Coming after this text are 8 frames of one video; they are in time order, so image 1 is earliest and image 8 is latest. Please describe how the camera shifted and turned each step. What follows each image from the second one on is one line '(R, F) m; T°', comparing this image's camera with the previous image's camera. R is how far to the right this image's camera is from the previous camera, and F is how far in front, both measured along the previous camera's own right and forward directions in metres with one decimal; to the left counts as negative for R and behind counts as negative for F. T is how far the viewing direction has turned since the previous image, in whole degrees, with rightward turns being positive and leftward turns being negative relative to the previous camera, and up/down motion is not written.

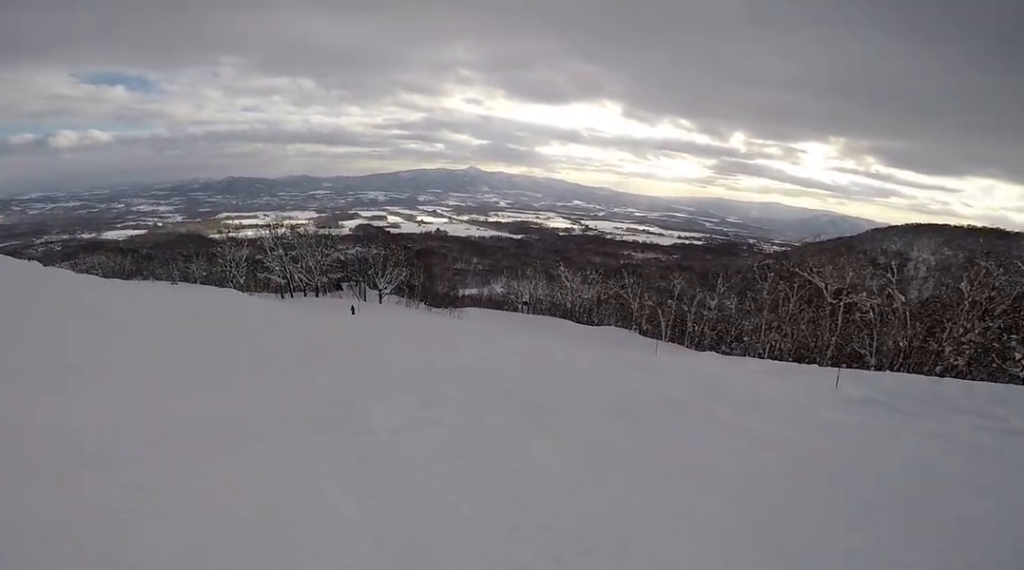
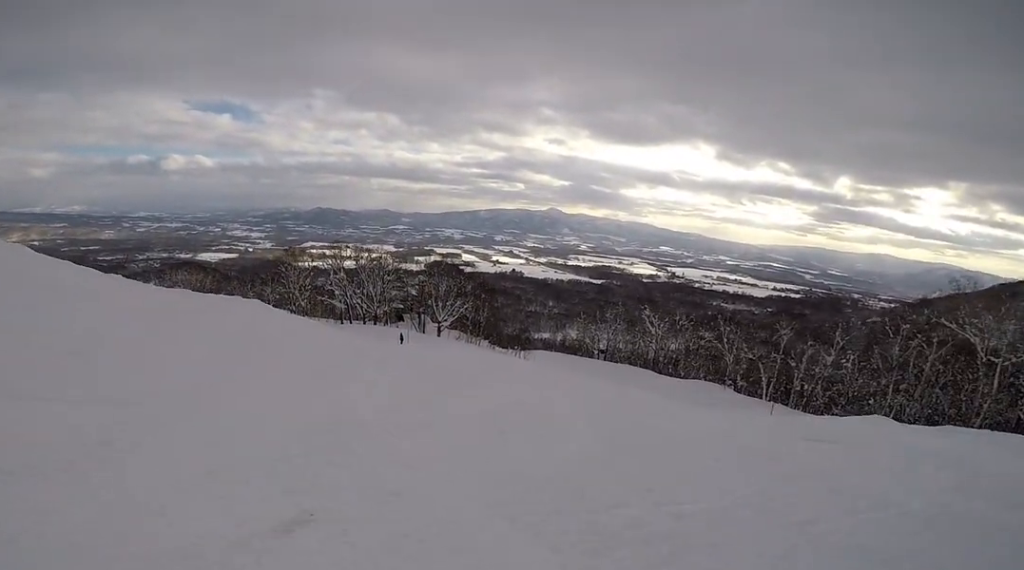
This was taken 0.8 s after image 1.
(-0.7, +5.9) m; -7°
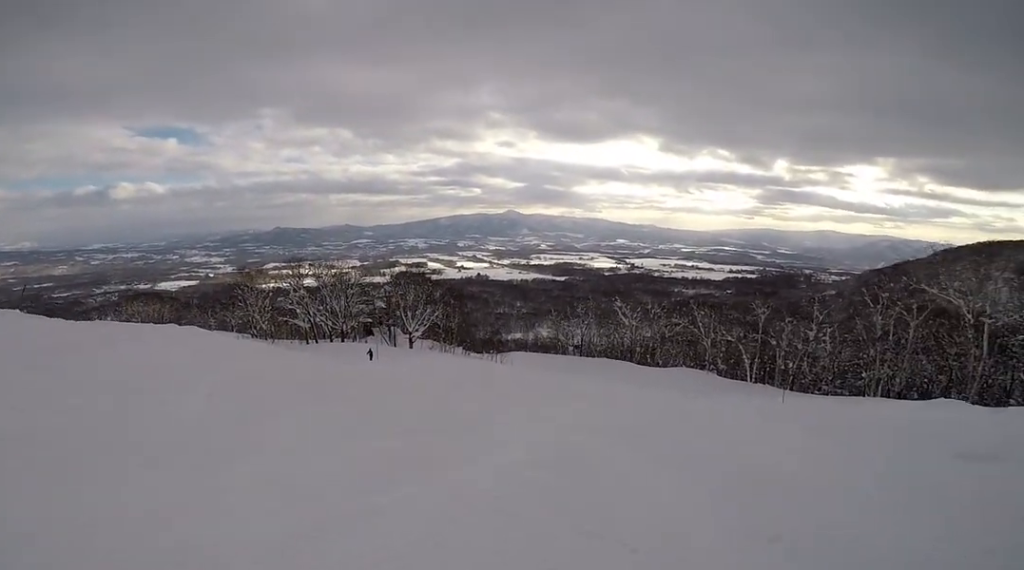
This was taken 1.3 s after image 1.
(0.0, +3.9) m; 0°
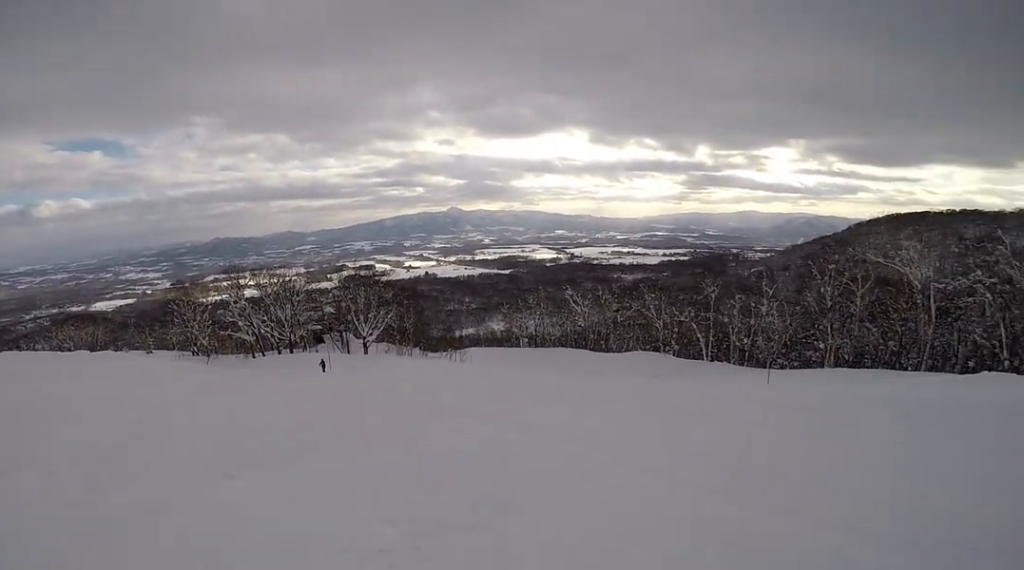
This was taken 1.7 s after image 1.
(0.0, +3.5) m; 0°
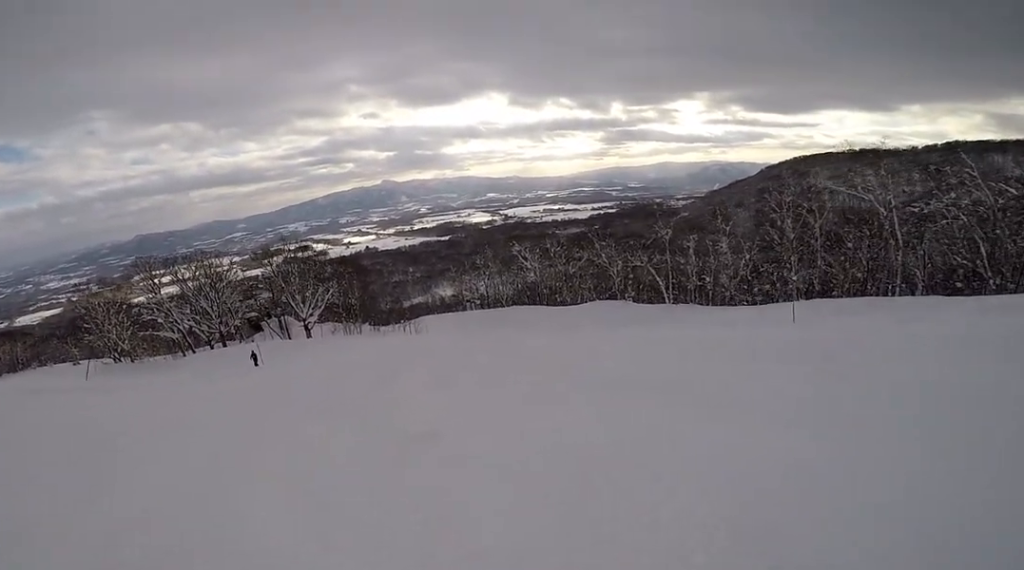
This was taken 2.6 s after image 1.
(0.0, +7.0) m; 0°
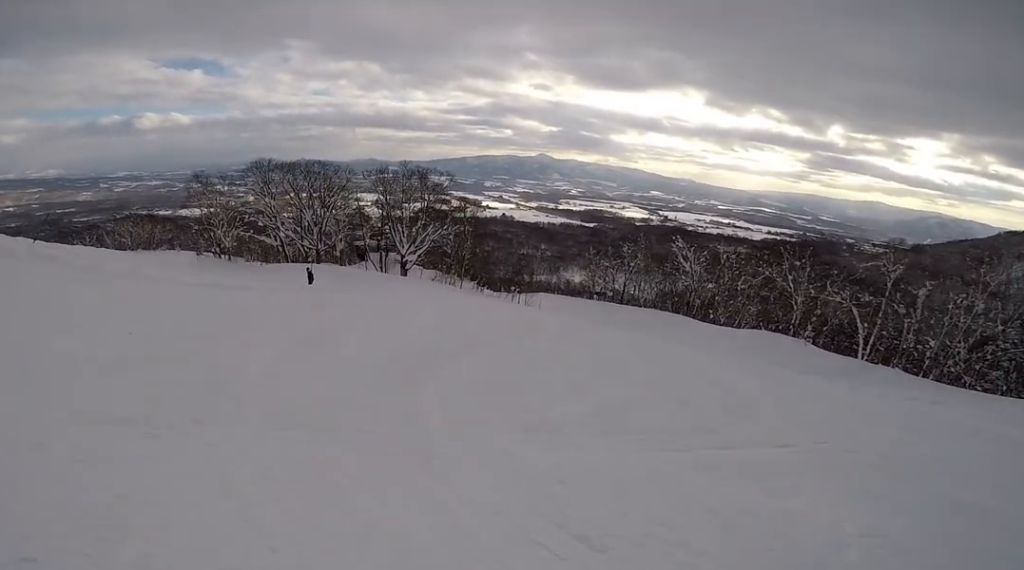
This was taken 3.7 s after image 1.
(0.0, +9.6) m; -6°
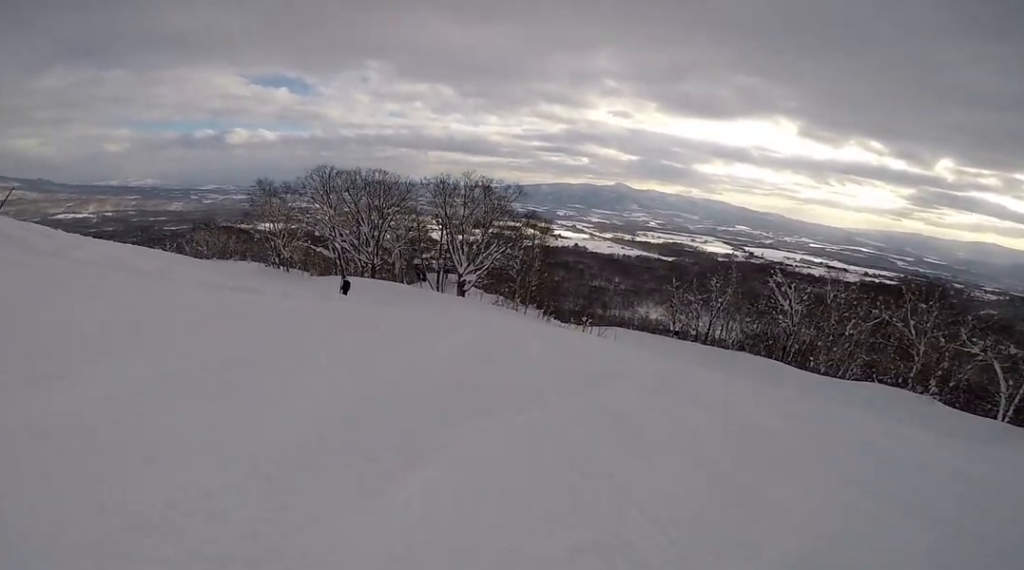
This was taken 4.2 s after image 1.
(+0.3, +4.1) m; -6°
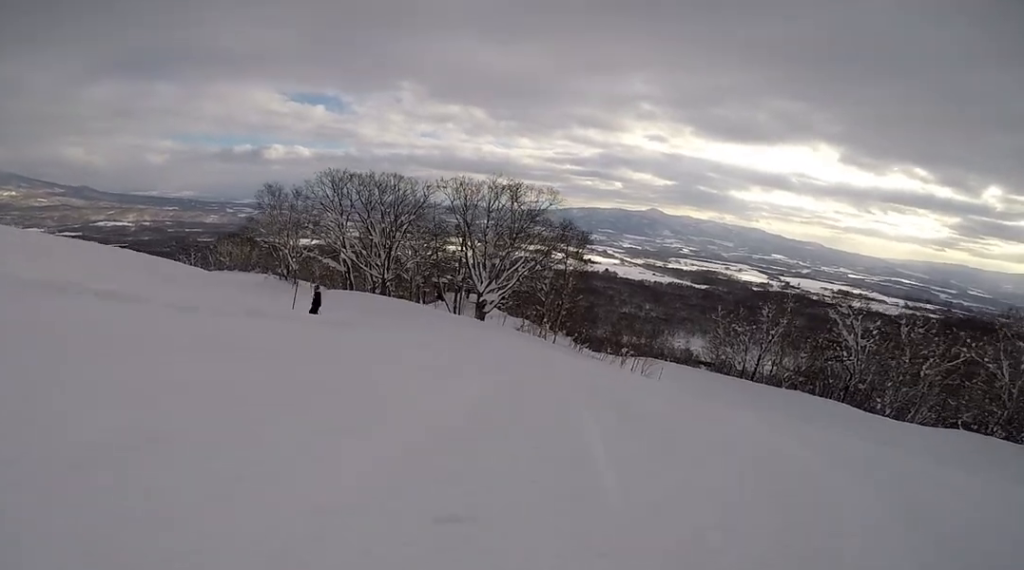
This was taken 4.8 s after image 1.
(-0.9, +5.7) m; -11°
